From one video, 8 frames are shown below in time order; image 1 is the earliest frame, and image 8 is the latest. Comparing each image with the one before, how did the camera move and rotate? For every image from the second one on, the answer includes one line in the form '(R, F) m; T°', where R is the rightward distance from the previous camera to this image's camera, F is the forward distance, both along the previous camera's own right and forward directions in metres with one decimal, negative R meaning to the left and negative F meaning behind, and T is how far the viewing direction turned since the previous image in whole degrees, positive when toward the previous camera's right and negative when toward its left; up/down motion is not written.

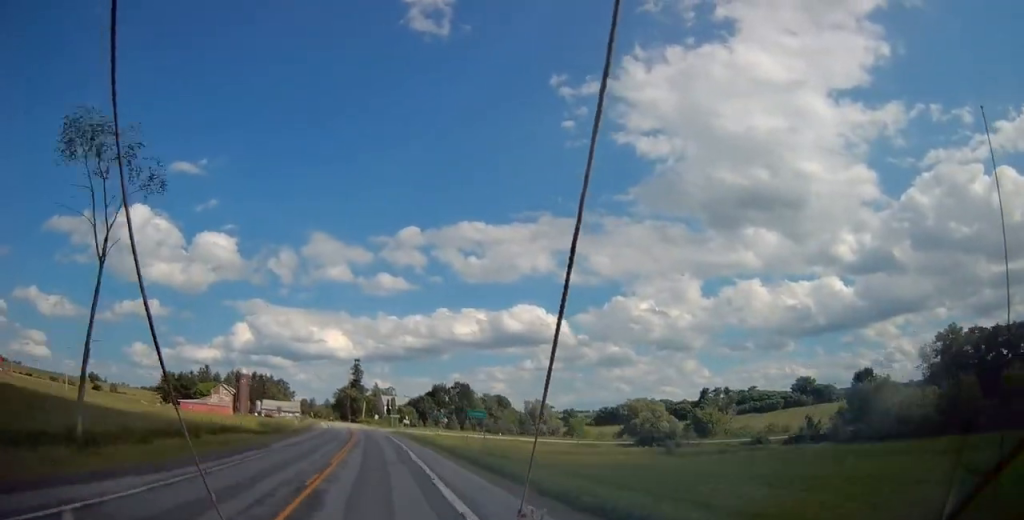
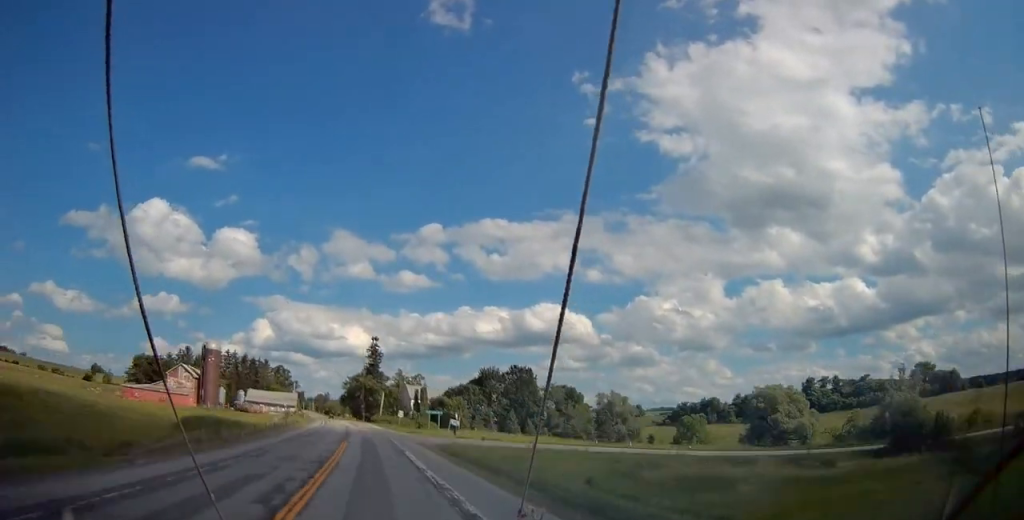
(-1.3, +53.8) m; -3°
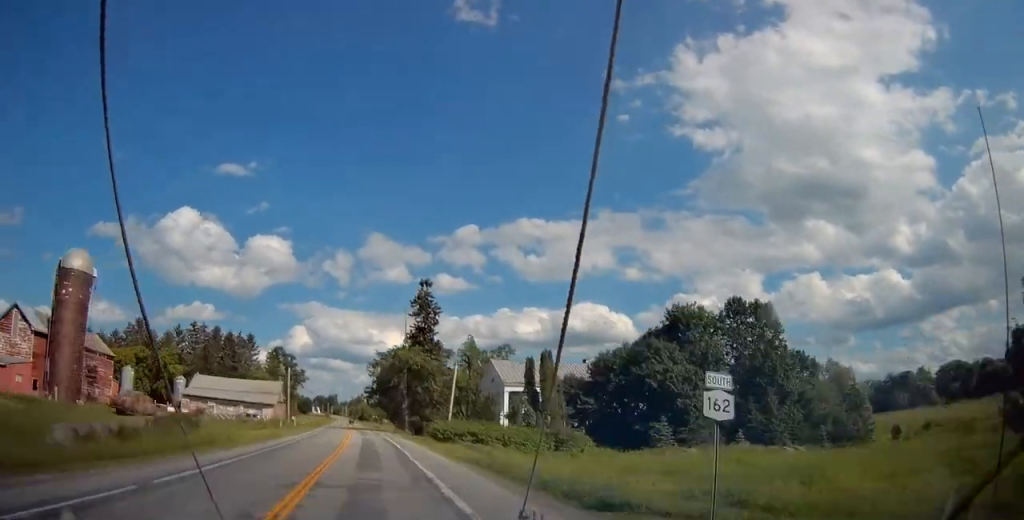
(-1.5, +74.0) m; -4°
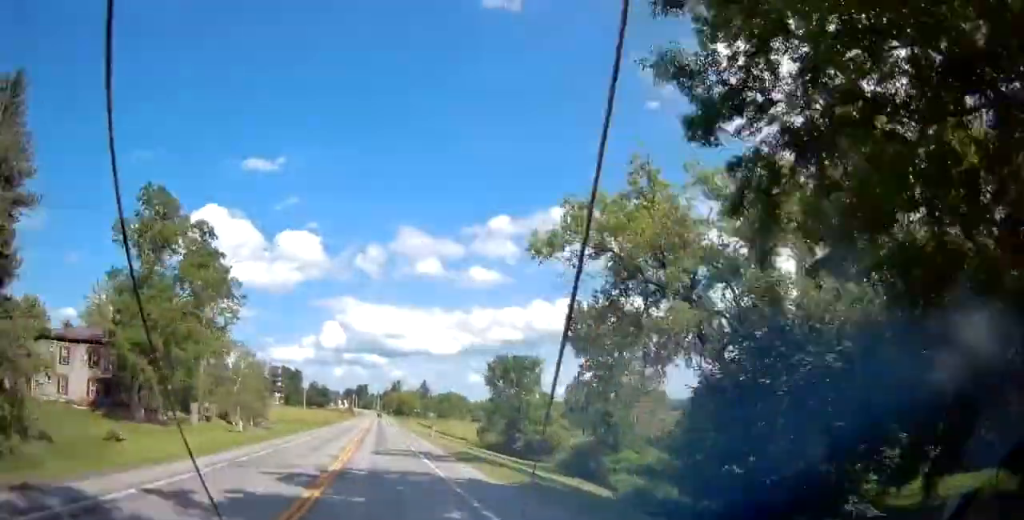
(-6.6, +101.4) m; -1°
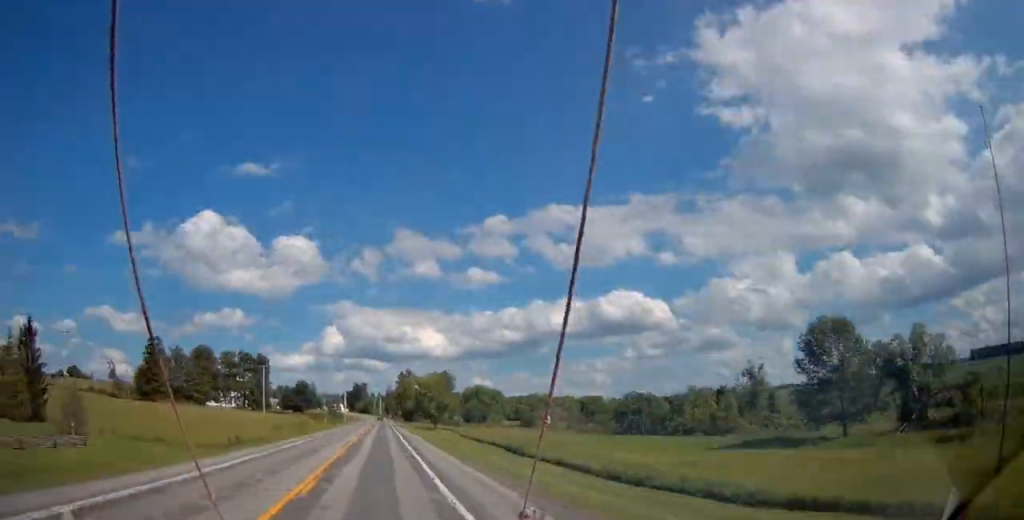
(+7.1, +85.5) m; 0°
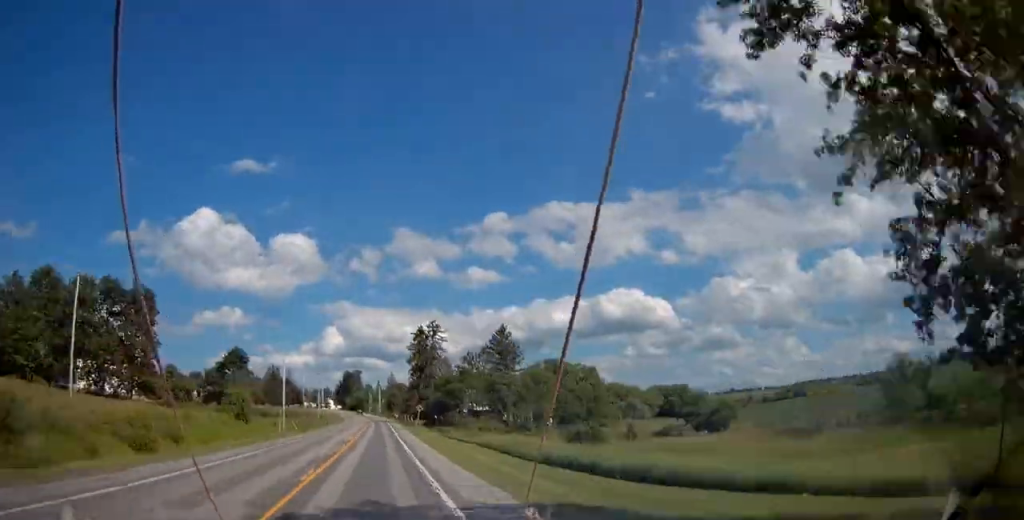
(-8.7, +99.0) m; -1°
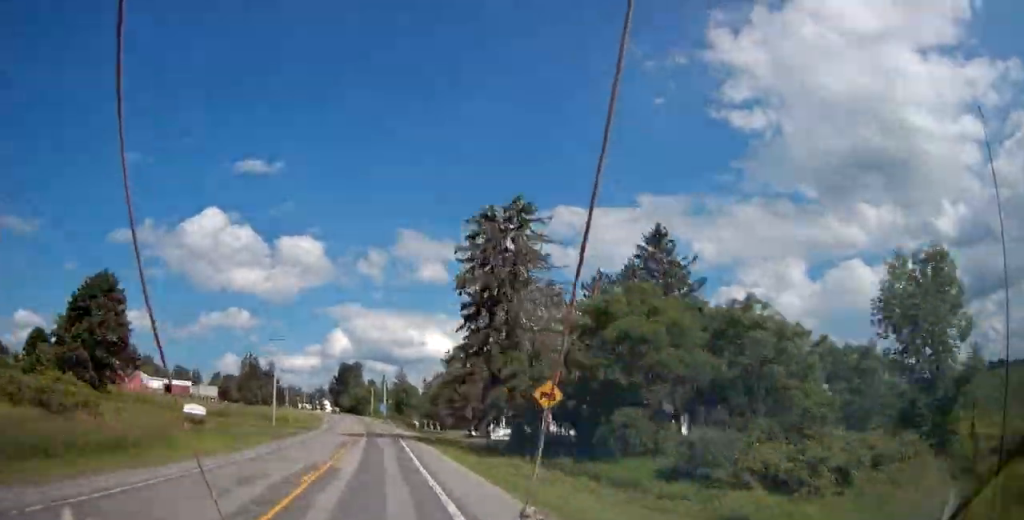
(+4.3, +61.3) m; -1°
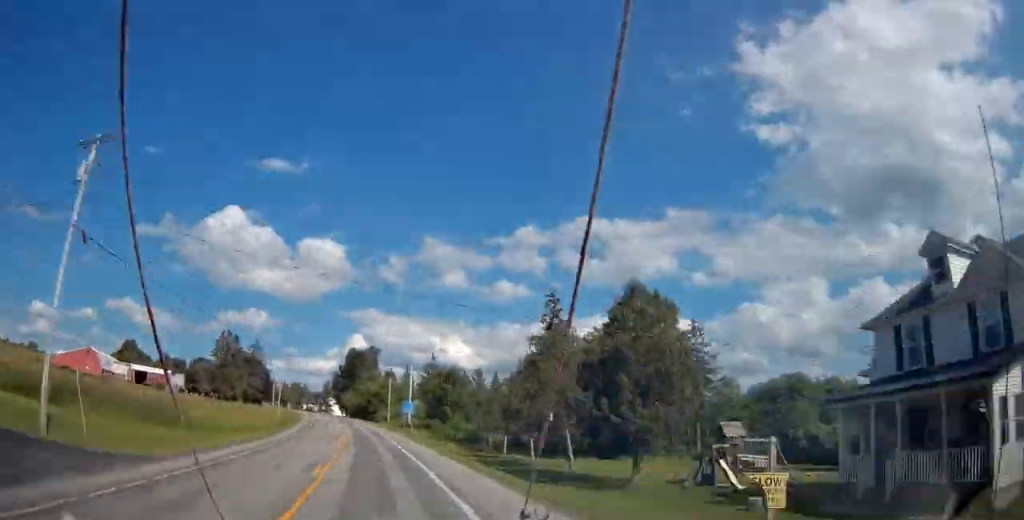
(+2.5, +57.5) m; -2°
